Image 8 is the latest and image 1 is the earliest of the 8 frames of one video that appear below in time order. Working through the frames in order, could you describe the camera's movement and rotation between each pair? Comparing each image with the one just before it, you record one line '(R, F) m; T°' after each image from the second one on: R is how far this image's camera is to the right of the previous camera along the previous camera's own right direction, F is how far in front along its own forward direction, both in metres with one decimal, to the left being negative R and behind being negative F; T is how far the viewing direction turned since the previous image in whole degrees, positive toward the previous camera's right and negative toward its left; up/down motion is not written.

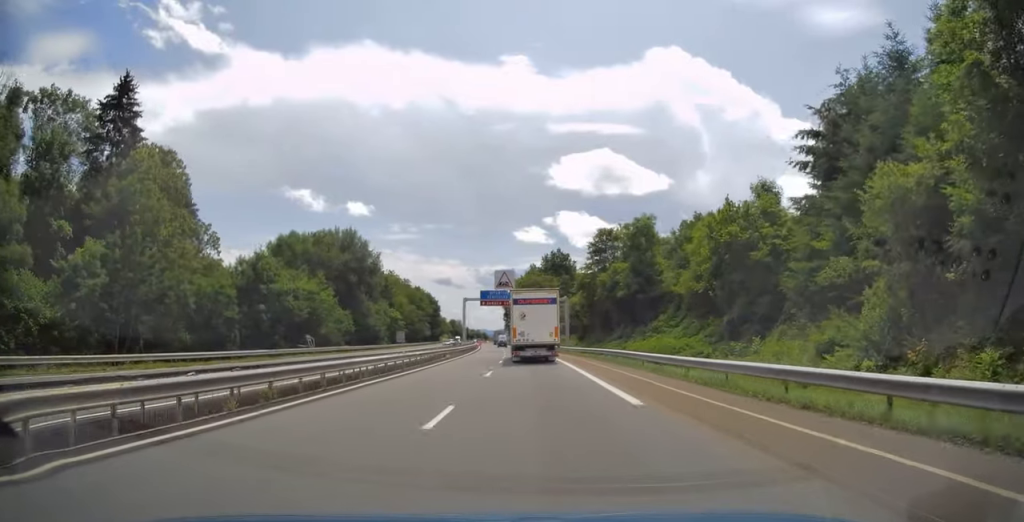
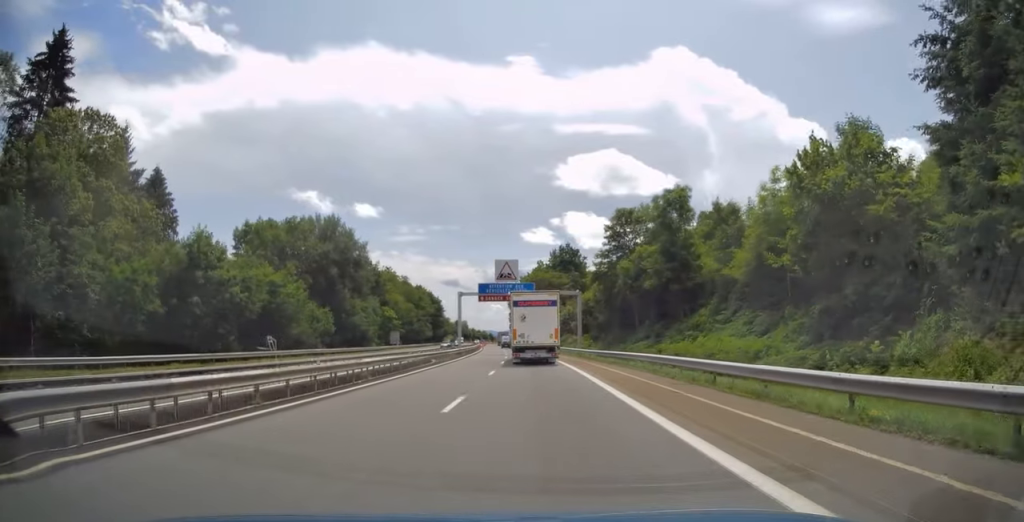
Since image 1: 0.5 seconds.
(0.0, +10.9) m; -1°
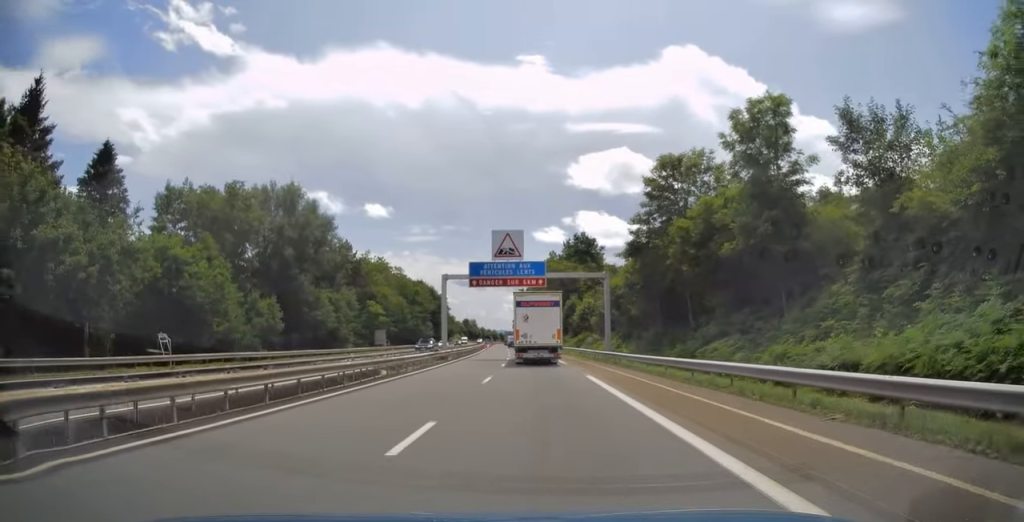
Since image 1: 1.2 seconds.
(-0.1, +17.4) m; -1°
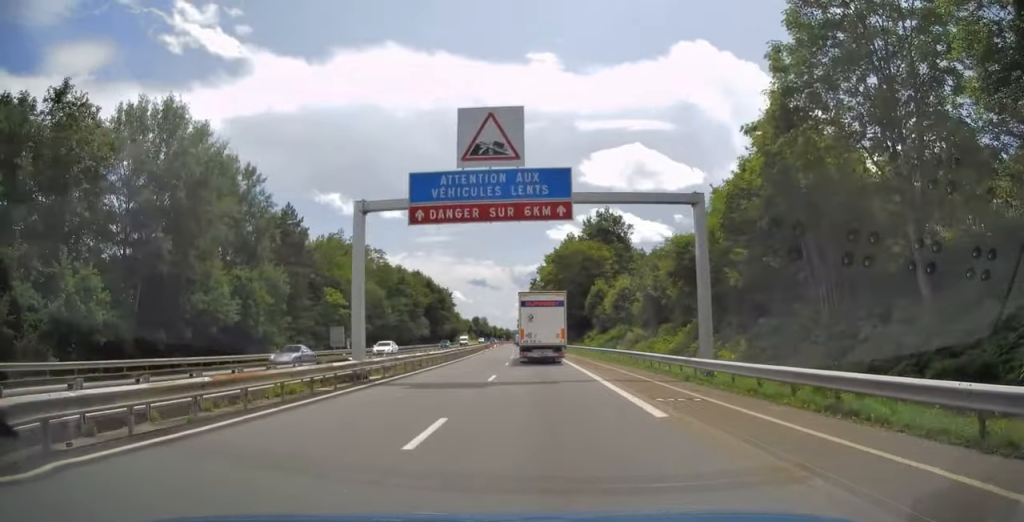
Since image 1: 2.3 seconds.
(-0.2, +25.7) m; -1°
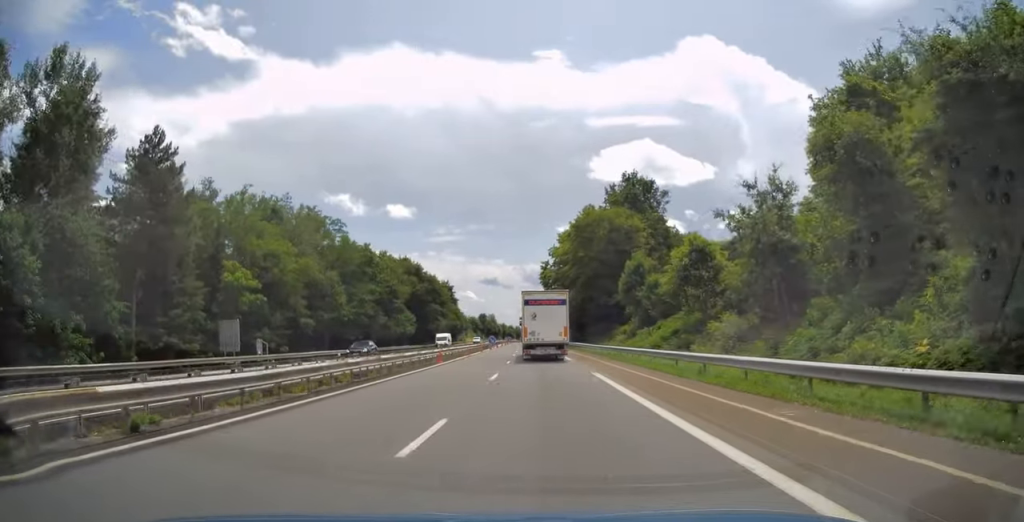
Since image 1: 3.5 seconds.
(-0.3, +26.4) m; -1°
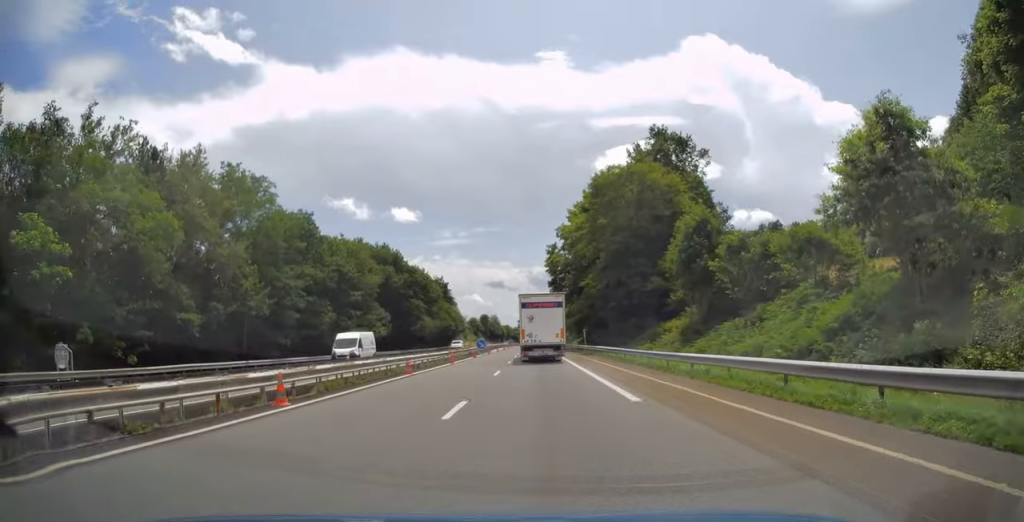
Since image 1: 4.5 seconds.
(-0.1, +22.9) m; -1°
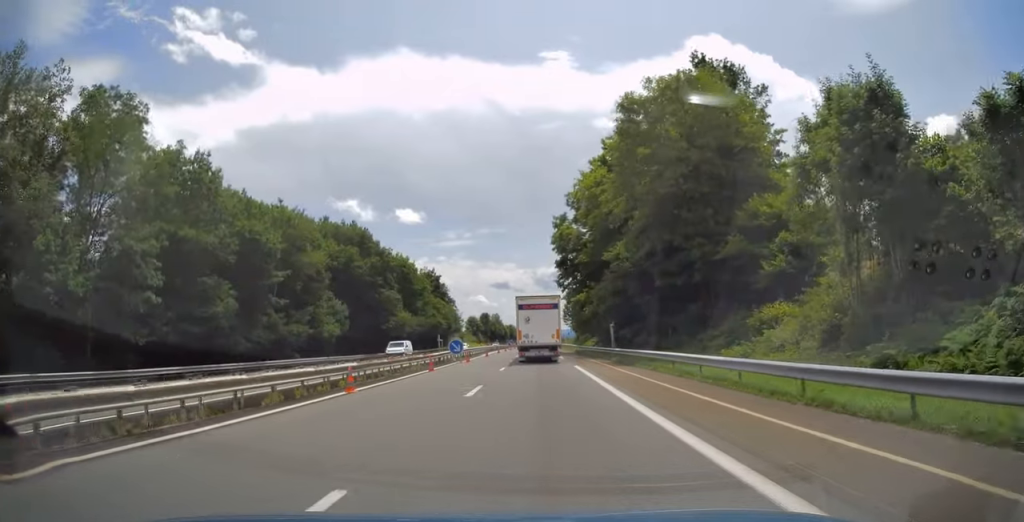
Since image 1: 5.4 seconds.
(-0.2, +21.3) m; -1°
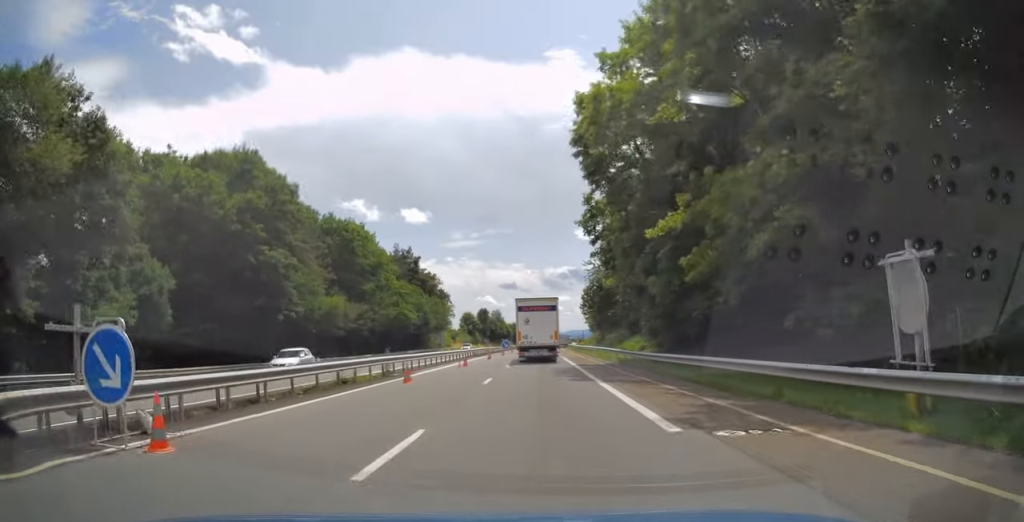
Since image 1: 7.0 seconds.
(-0.2, +35.3) m; 0°
